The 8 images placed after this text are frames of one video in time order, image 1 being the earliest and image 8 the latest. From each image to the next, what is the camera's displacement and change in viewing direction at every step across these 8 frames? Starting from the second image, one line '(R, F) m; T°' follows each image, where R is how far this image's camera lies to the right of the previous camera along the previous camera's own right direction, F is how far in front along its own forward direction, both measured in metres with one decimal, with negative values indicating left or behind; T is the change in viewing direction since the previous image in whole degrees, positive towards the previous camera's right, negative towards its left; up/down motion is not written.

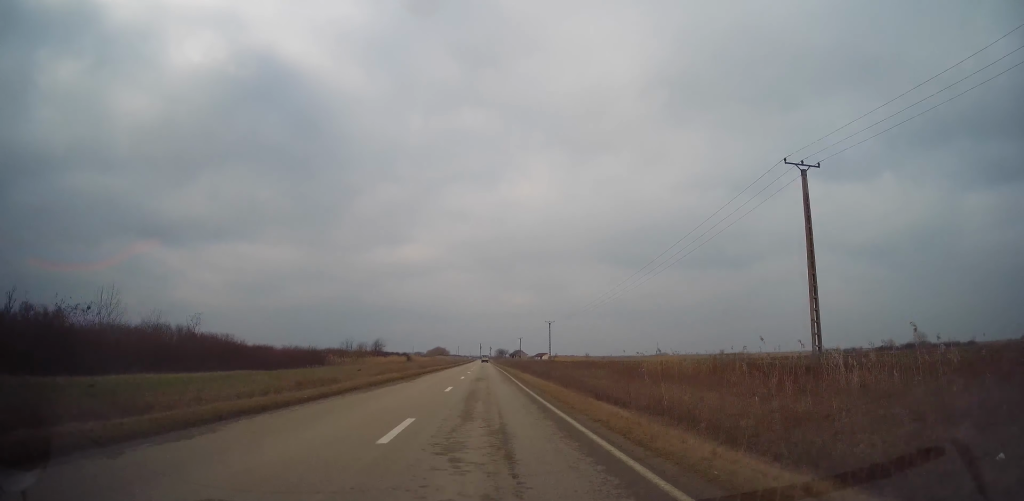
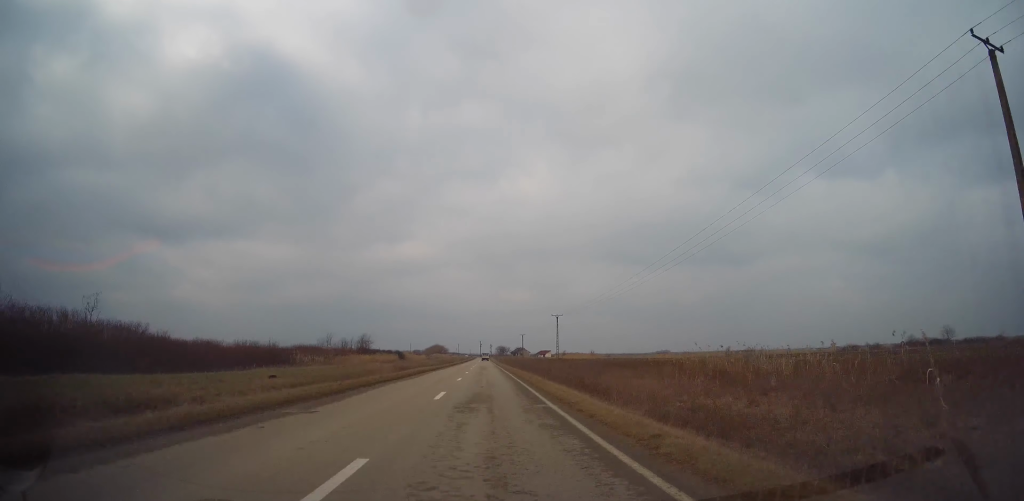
(-0.2, +16.2) m; -1°
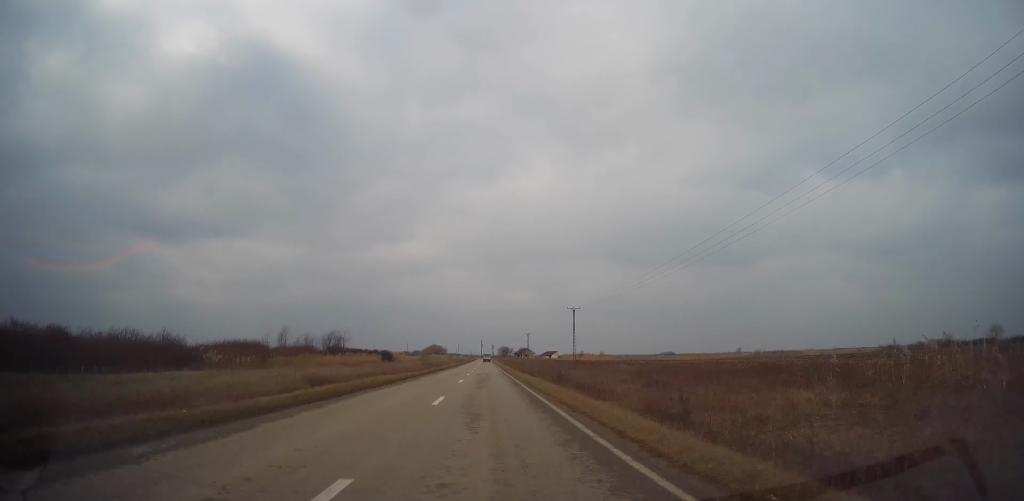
(0.0, +24.7) m; 0°
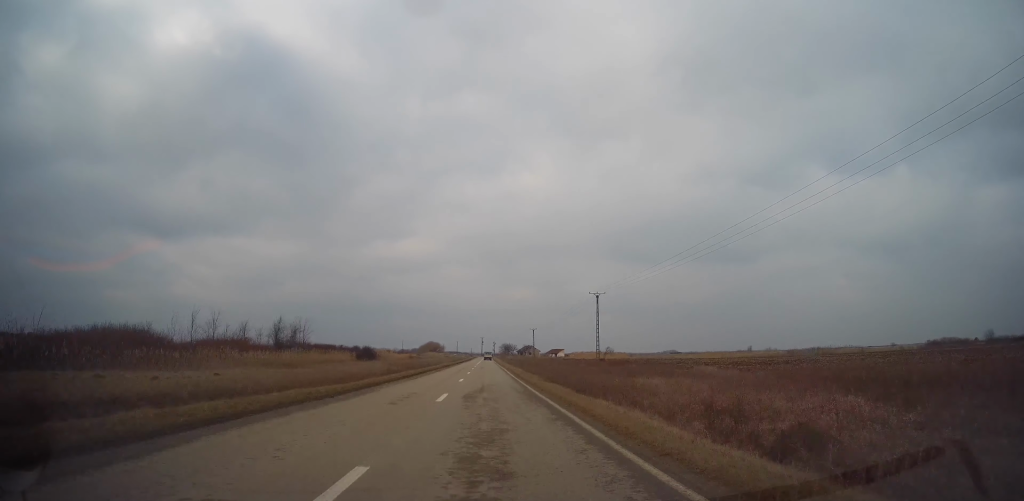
(+0.1, +24.3) m; 0°
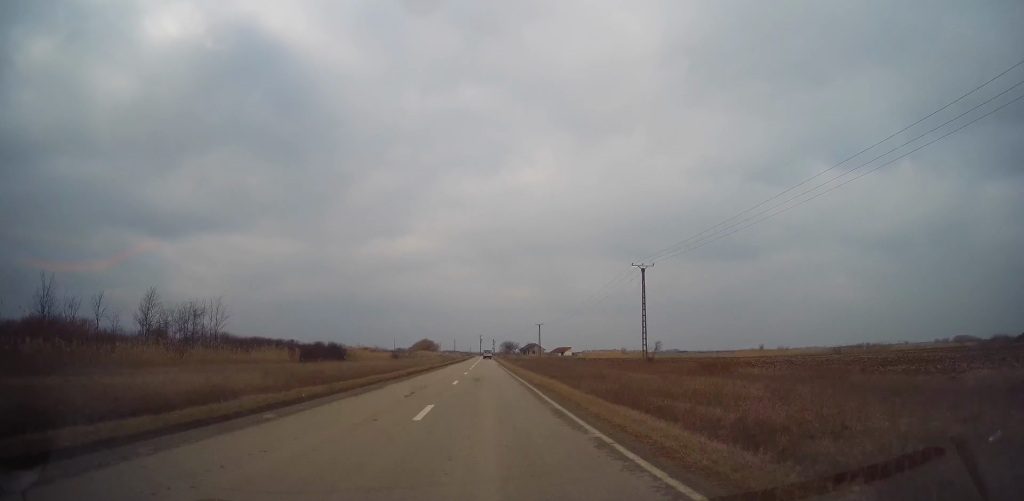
(+0.1, +28.0) m; 0°
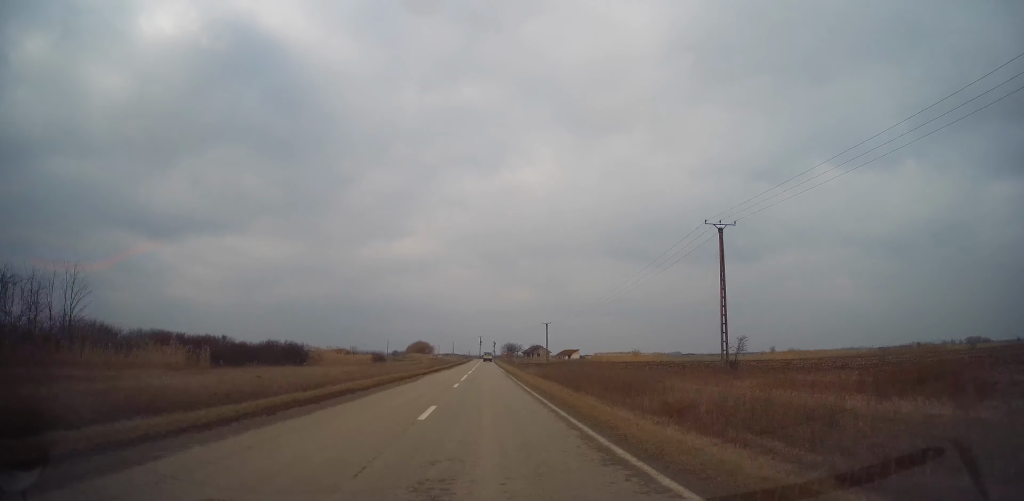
(+0.1, +22.6) m; 0°
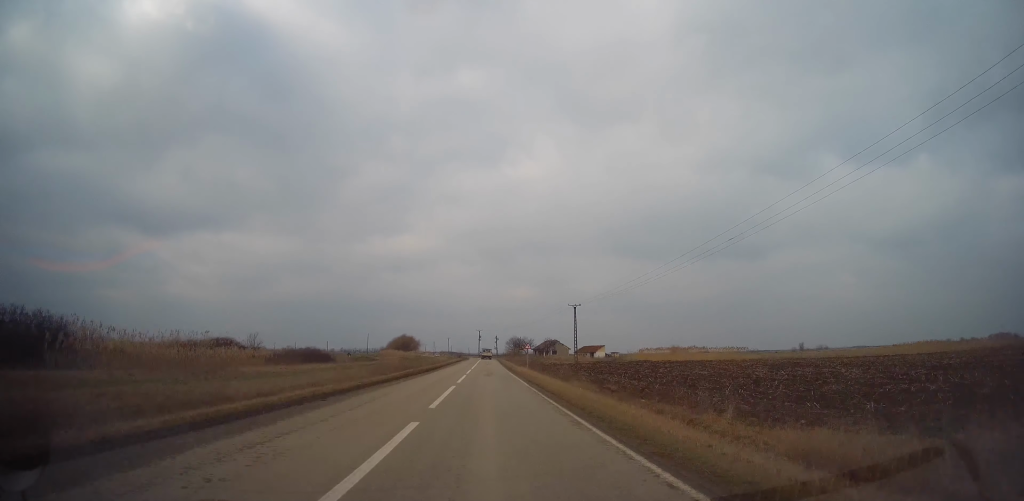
(-0.5, +52.3) m; 0°
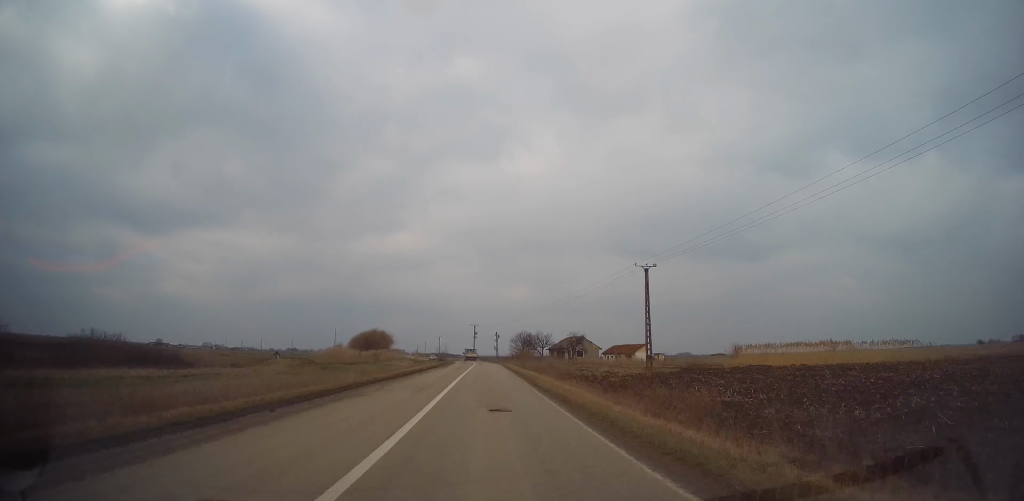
(+0.6, +53.6) m; +1°
